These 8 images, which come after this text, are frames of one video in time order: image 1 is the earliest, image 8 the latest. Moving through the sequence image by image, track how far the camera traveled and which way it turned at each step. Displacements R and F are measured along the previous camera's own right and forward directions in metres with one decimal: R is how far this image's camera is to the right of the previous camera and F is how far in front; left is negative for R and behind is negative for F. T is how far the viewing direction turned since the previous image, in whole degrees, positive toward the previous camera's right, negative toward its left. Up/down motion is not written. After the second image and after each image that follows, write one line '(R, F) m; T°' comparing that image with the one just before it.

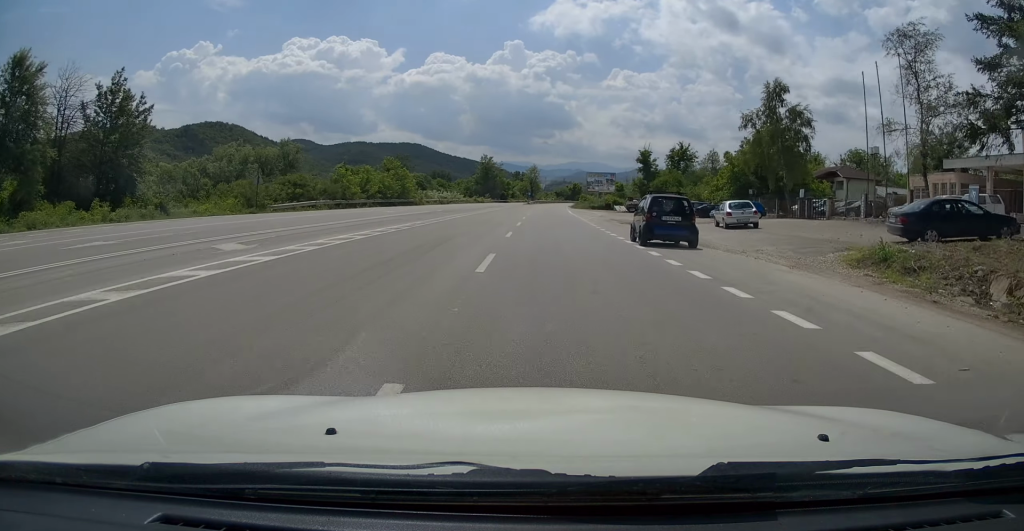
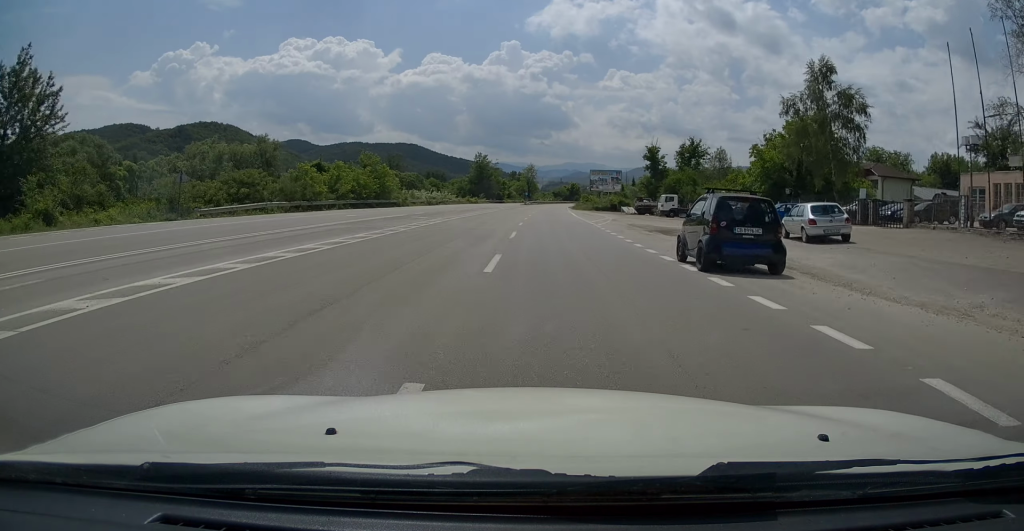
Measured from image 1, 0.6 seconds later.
(-0.1, +8.8) m; 0°
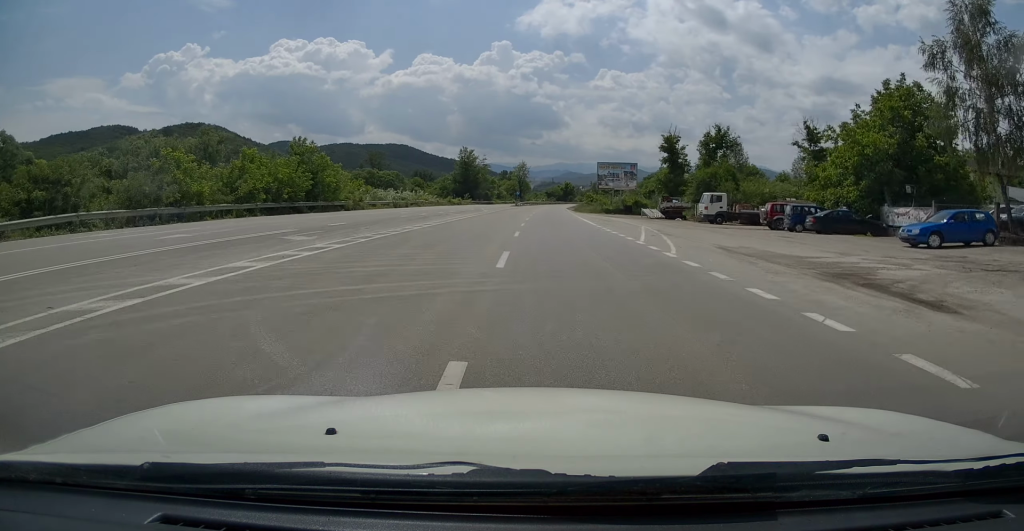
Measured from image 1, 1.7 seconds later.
(+0.3, +17.2) m; +1°
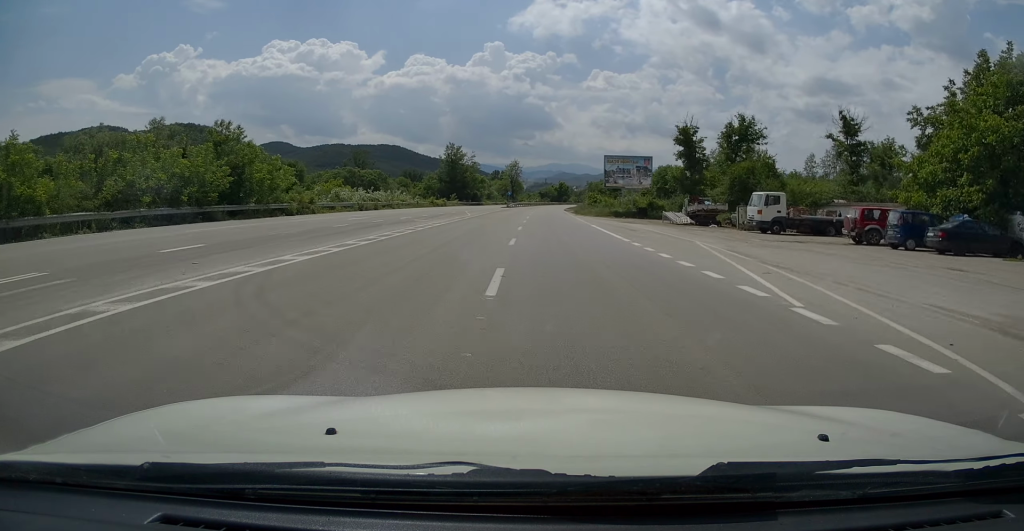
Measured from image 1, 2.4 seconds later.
(0.0, +11.5) m; +1°
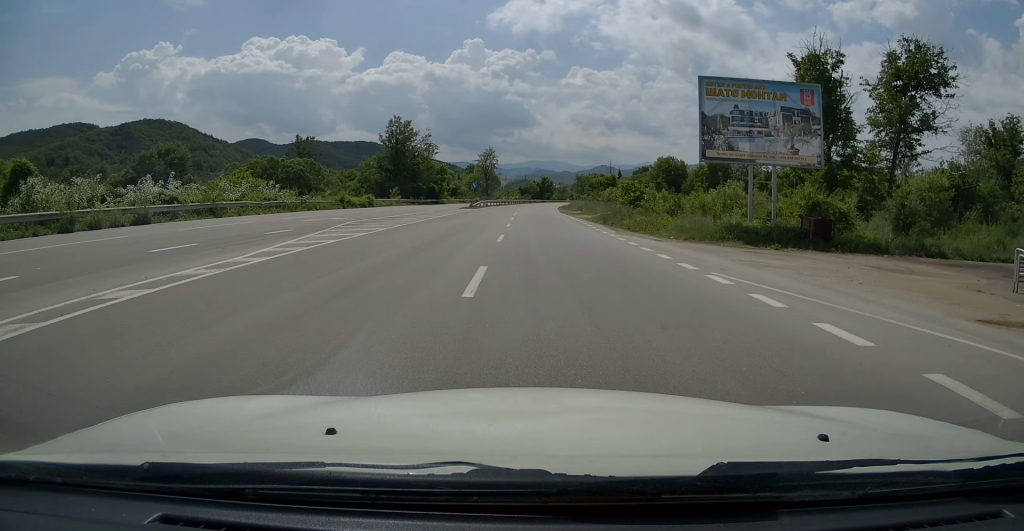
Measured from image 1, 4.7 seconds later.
(+0.1, +36.1) m; 0°
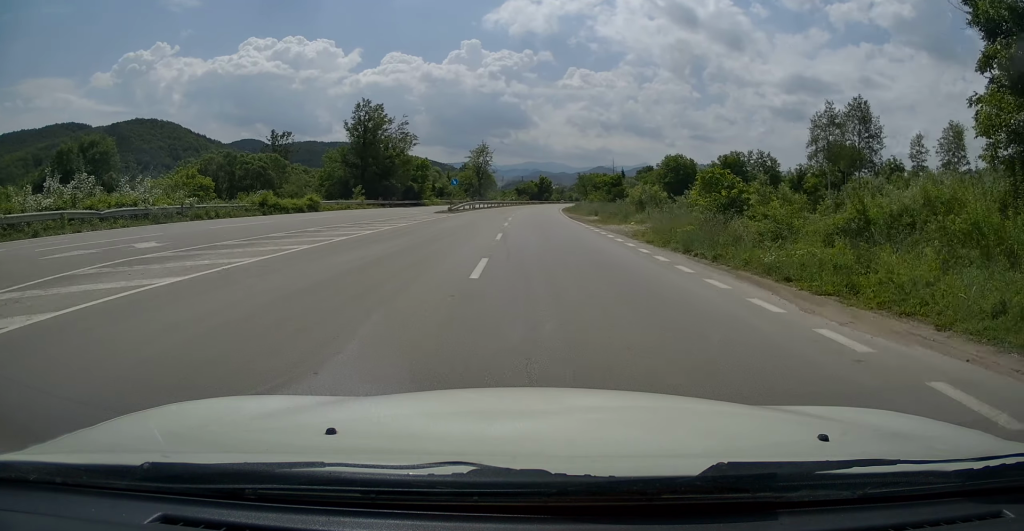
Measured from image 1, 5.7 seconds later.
(+0.4, +16.0) m; +2°
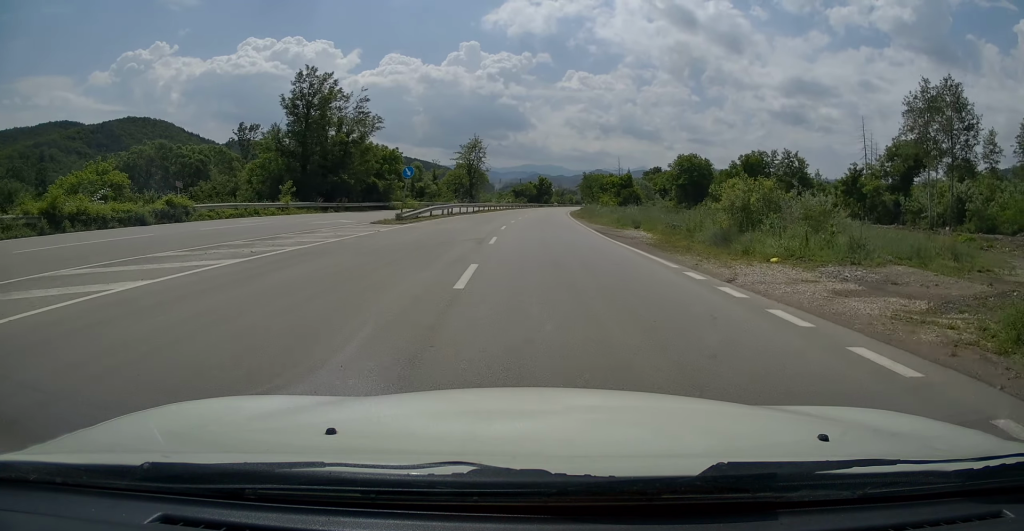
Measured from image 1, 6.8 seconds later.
(+0.2, +18.8) m; 0°
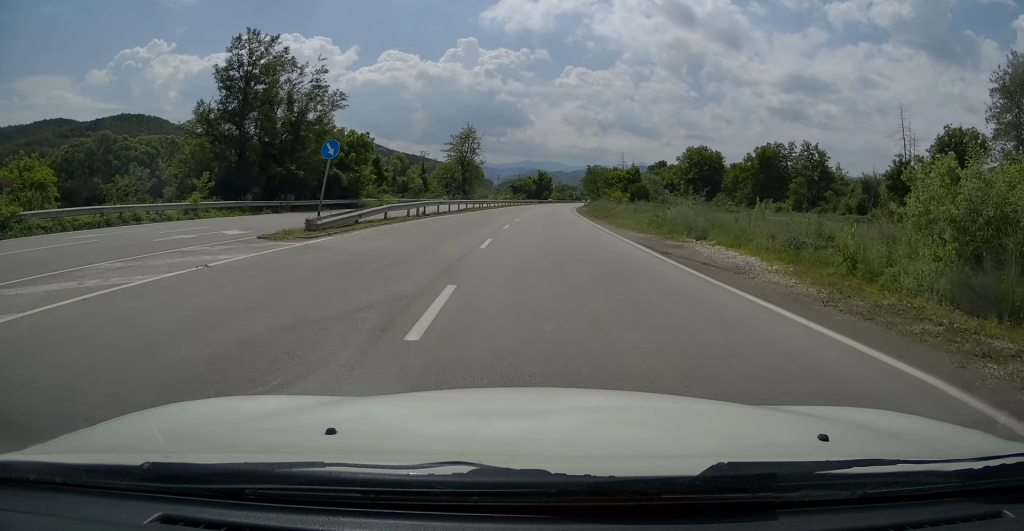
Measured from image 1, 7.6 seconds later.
(-0.1, +11.9) m; 0°
